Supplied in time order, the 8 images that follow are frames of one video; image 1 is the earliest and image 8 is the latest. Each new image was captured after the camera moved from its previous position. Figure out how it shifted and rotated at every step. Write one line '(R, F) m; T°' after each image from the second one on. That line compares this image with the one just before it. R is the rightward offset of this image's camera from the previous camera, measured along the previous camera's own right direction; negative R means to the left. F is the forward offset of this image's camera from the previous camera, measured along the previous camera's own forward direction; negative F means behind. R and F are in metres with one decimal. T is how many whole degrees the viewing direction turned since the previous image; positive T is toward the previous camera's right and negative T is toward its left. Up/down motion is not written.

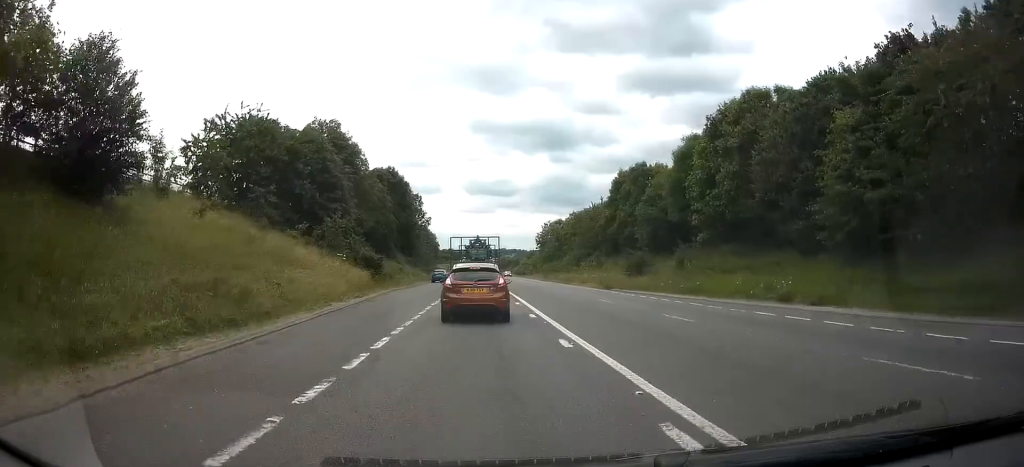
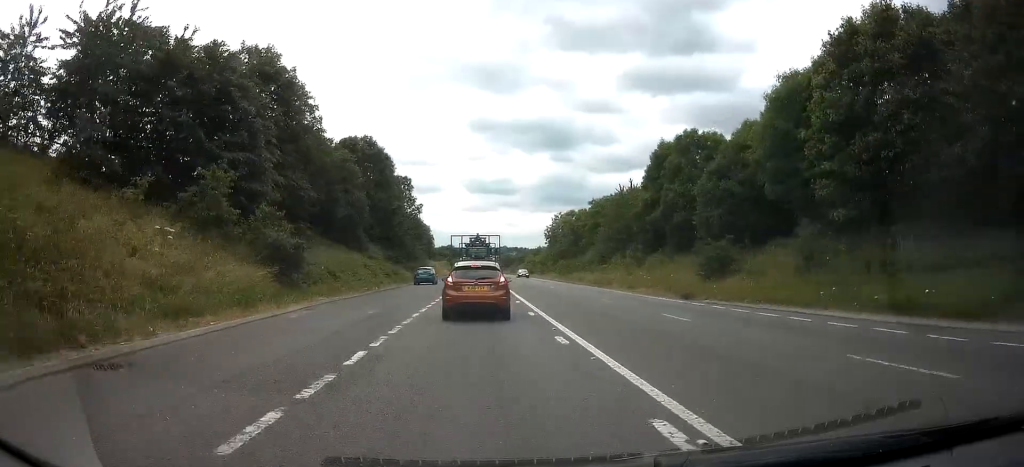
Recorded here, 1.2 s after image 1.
(-0.3, +17.4) m; -1°
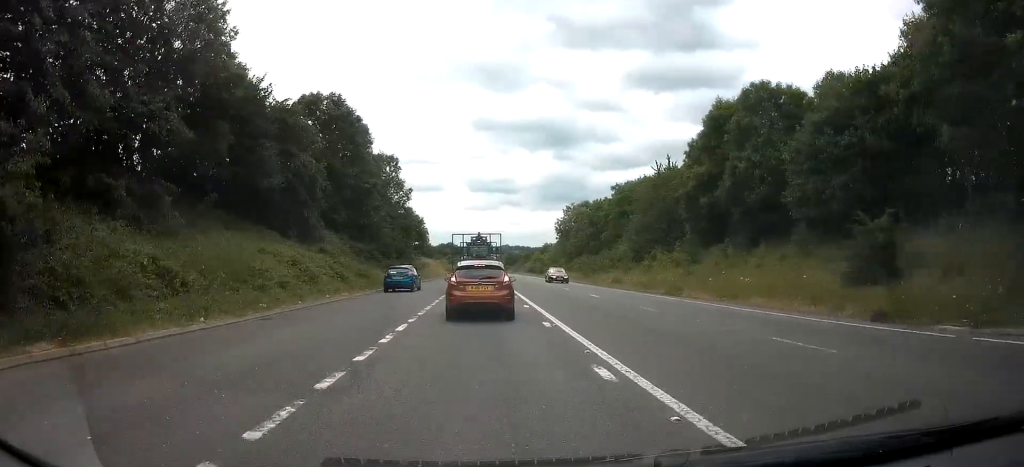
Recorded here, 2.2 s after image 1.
(0.0, +15.1) m; 0°
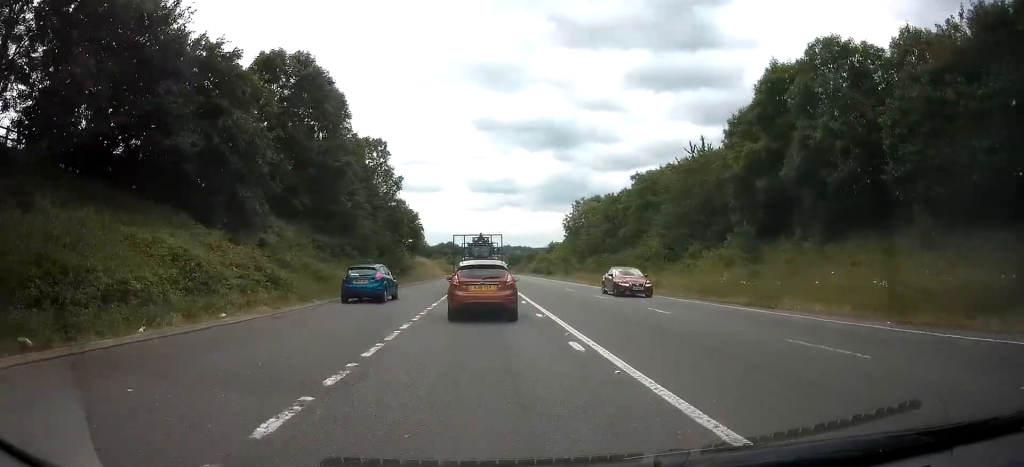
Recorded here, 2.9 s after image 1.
(0.0, +9.7) m; 0°
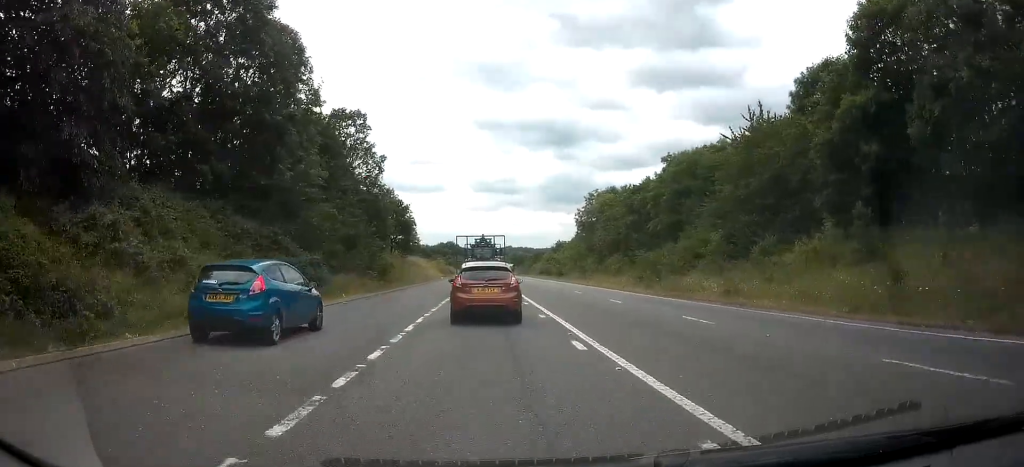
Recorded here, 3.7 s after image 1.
(0.0, +11.7) m; +1°
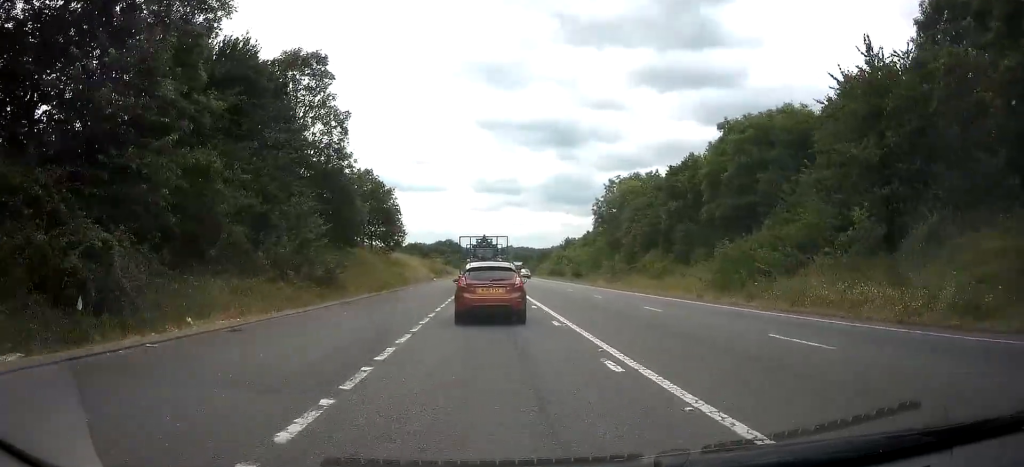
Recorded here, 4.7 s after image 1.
(+0.2, +14.1) m; -1°
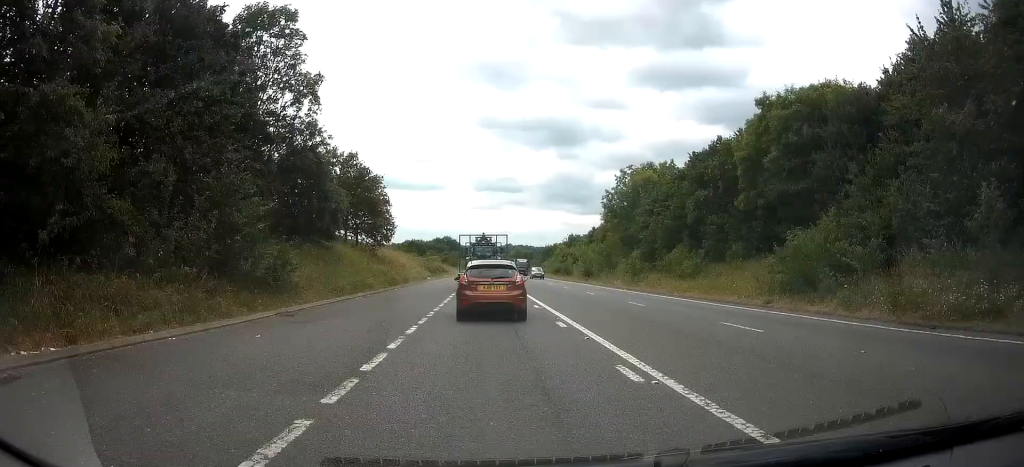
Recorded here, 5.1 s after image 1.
(-0.1, +6.8) m; -1°
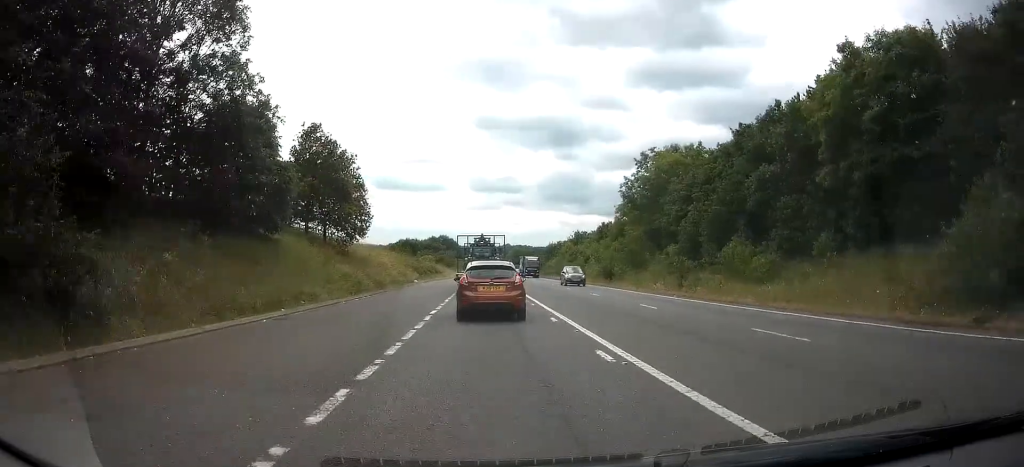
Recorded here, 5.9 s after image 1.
(-0.2, +10.6) m; -1°
